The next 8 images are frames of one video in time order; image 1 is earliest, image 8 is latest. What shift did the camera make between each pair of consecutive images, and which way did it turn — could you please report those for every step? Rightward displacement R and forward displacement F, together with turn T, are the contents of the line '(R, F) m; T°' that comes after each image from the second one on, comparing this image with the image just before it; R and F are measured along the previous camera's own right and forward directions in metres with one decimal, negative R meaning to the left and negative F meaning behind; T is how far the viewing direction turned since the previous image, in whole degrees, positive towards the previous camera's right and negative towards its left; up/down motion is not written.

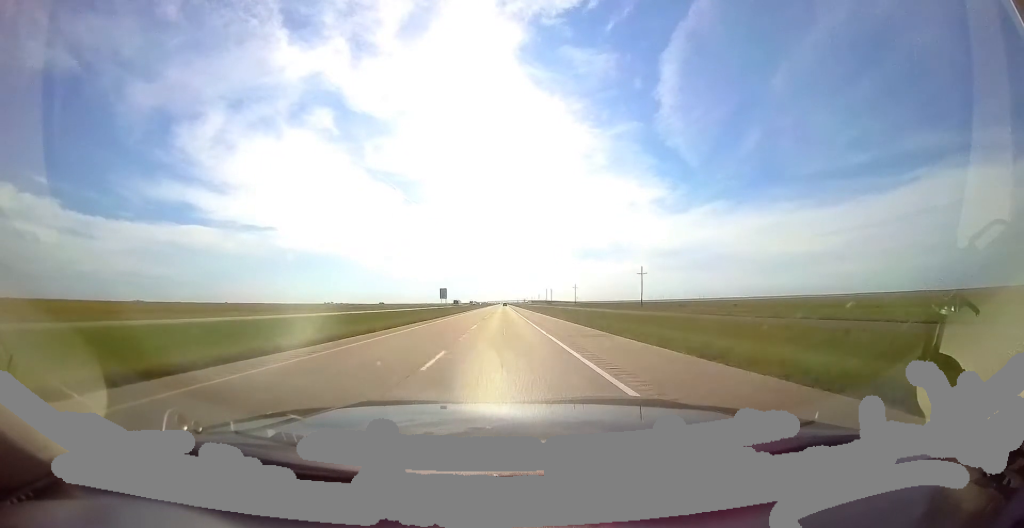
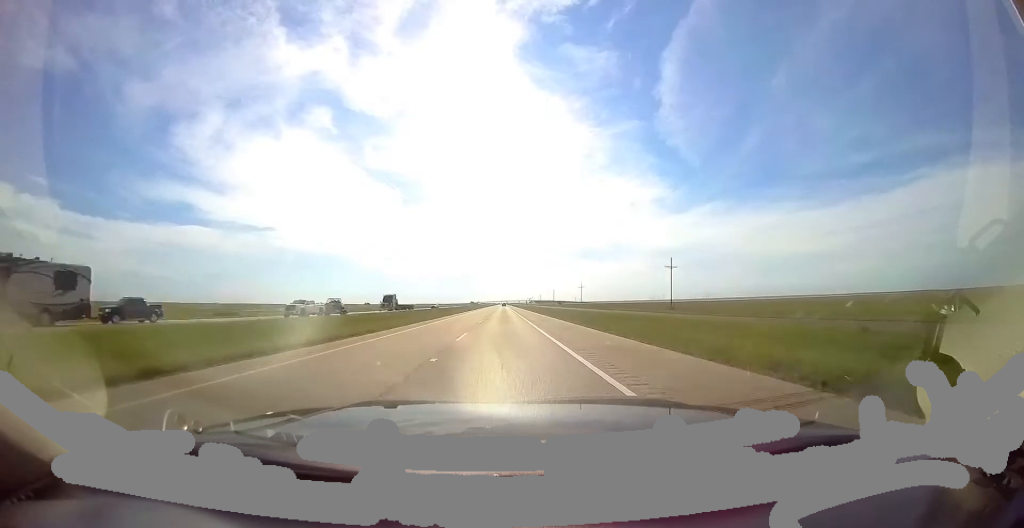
(-0.6, +103.5) m; 0°
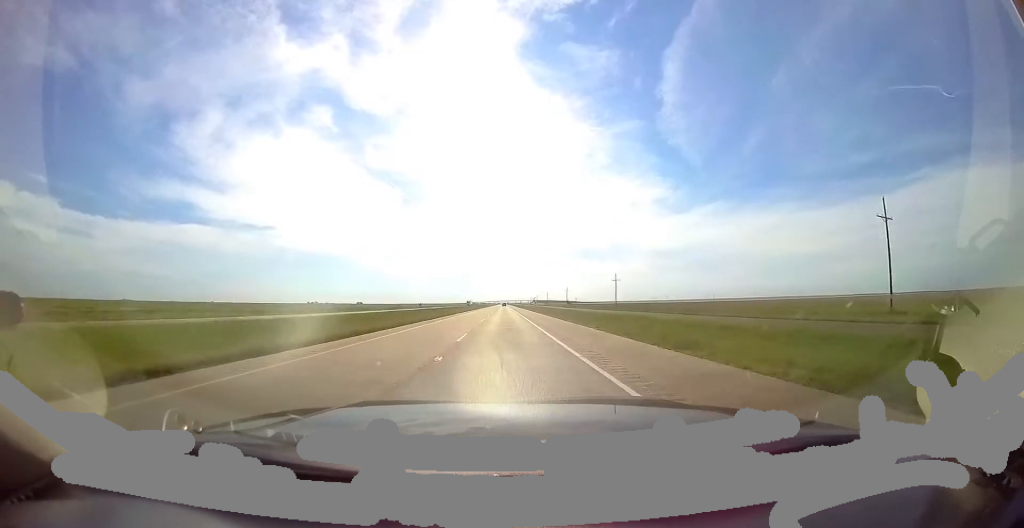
(+0.3, +49.5) m; 0°
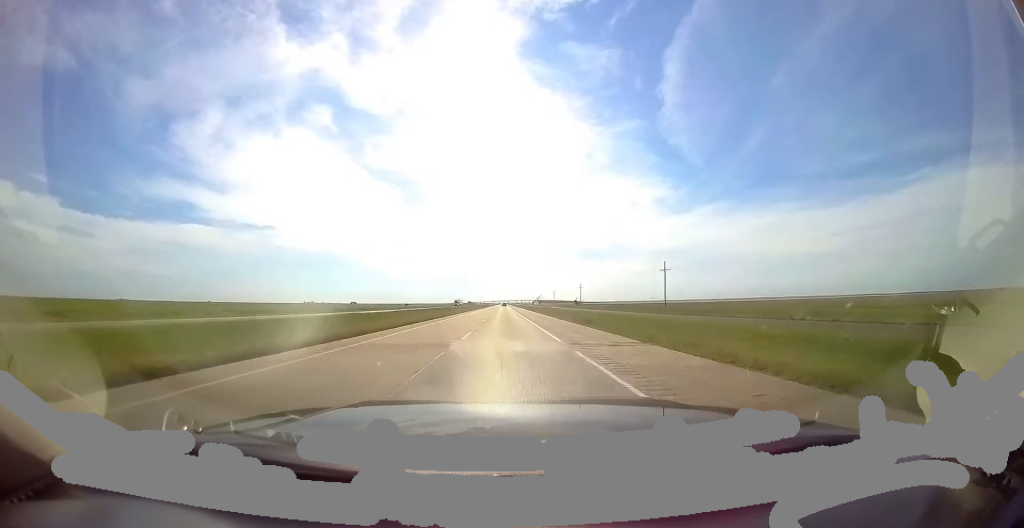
(+0.4, +35.4) m; 0°
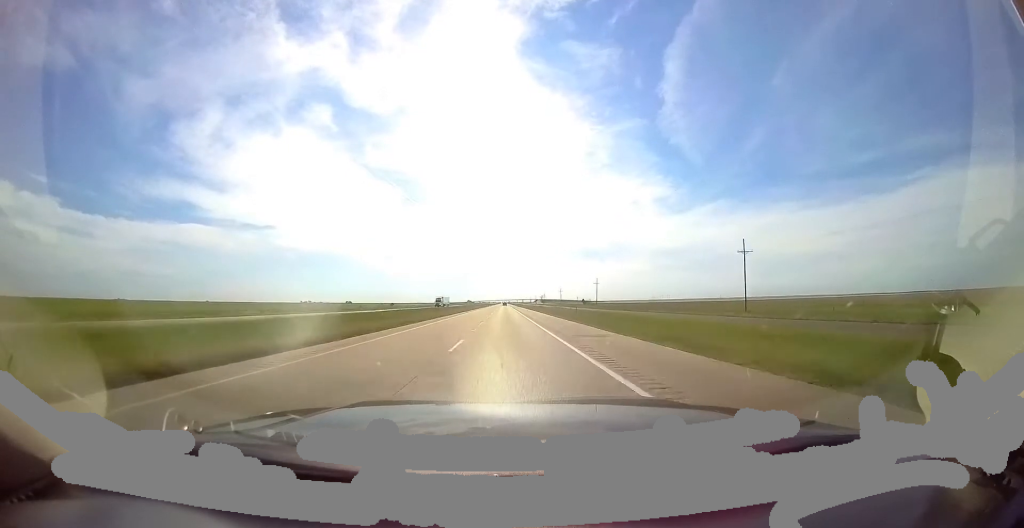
(-0.3, +28.3) m; 0°
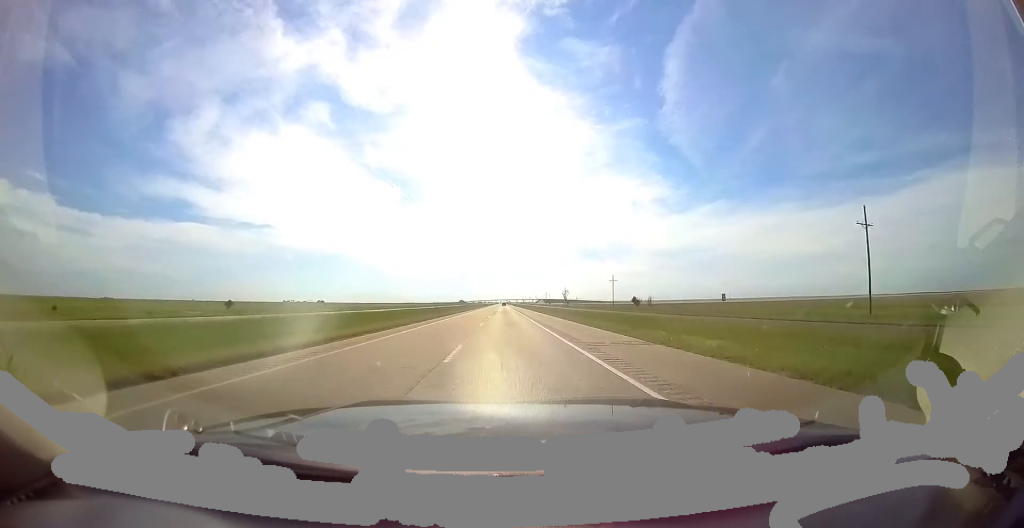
(+0.4, +111.0) m; 0°
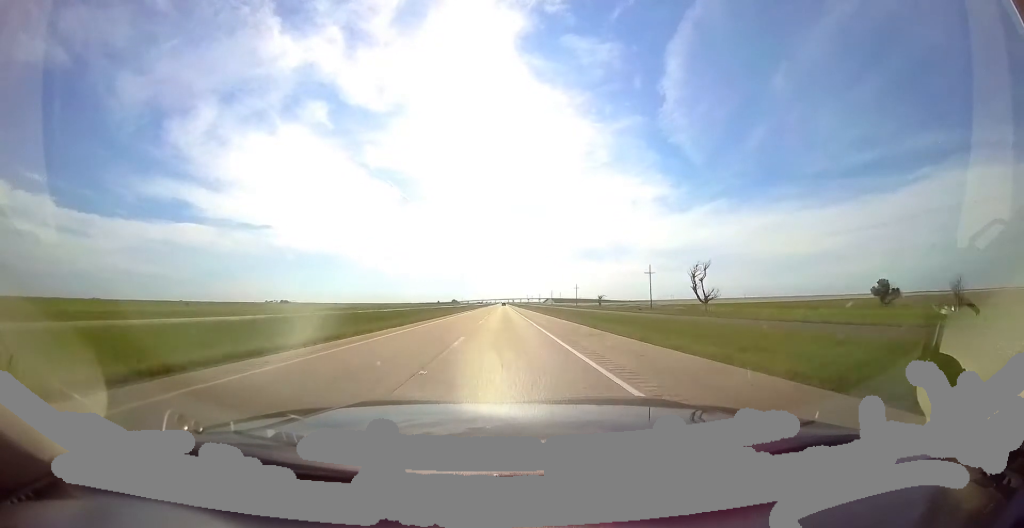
(-0.7, +118.2) m; 0°
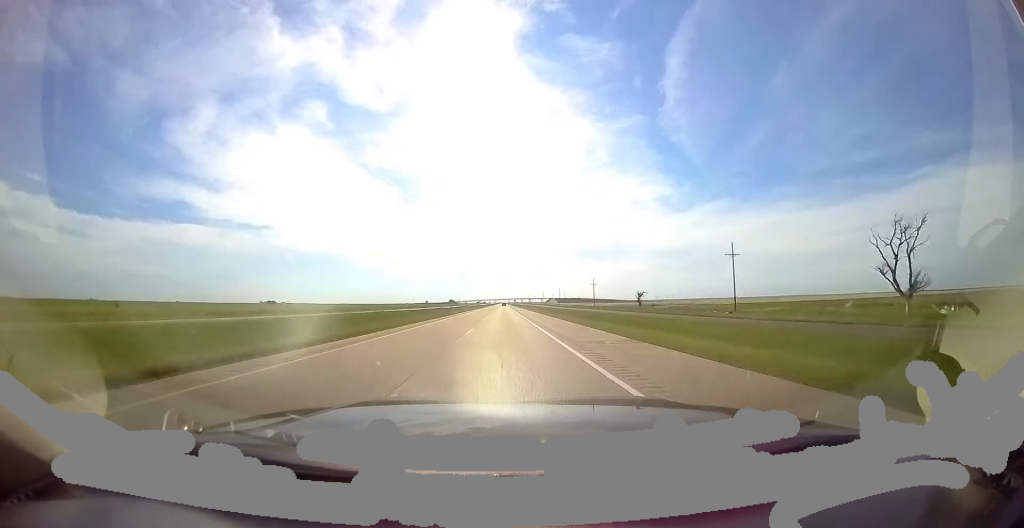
(0.0, +33.2) m; 0°
